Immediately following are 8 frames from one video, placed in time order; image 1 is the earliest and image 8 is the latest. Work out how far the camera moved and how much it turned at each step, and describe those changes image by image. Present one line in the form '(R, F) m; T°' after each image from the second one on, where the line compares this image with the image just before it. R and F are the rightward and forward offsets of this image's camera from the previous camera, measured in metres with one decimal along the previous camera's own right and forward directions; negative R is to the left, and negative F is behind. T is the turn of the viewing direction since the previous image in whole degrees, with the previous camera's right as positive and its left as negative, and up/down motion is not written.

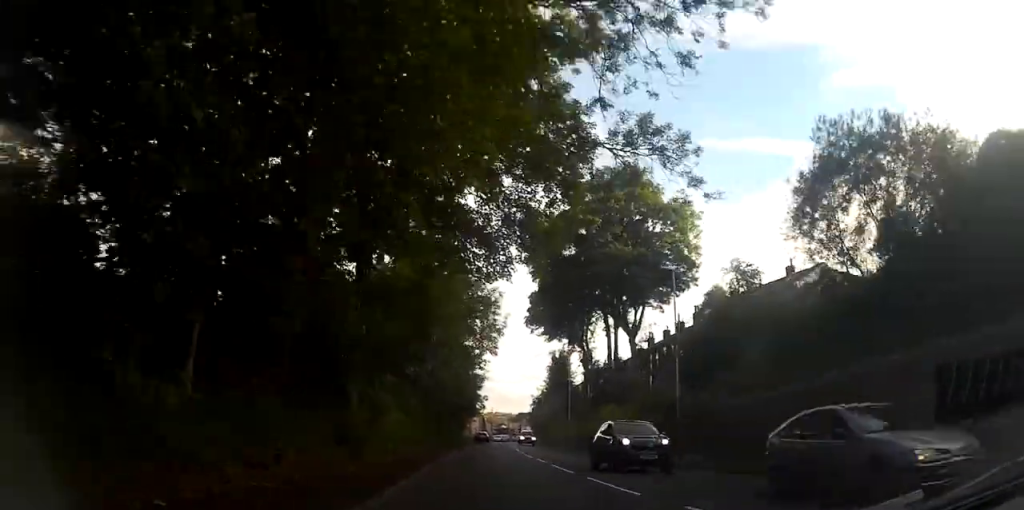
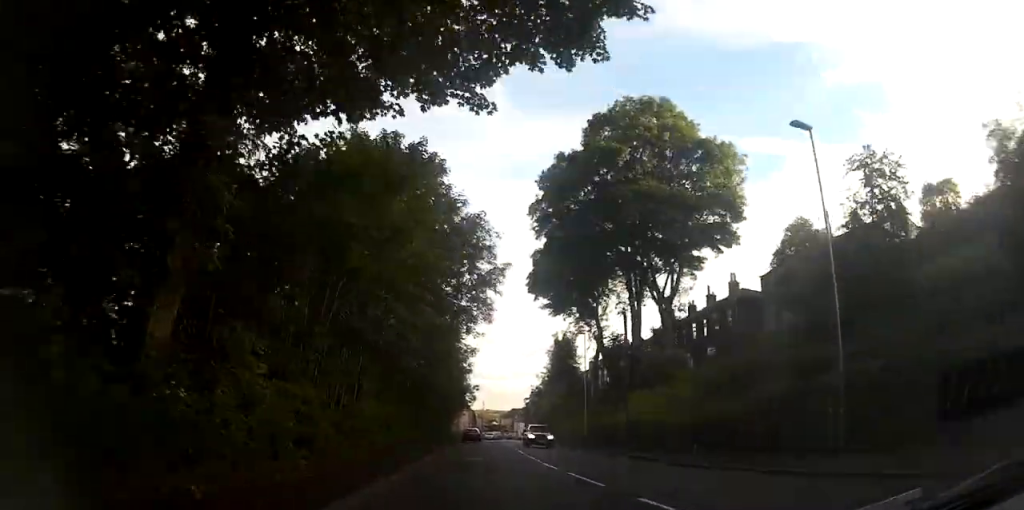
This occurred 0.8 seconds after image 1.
(+0.2, +13.8) m; +2°
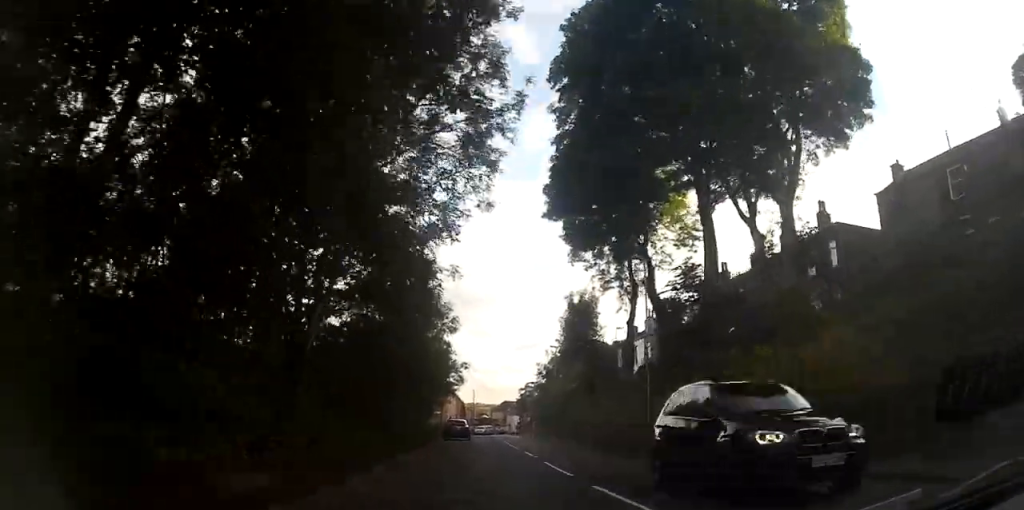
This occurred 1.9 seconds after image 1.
(+0.5, +18.7) m; +2°
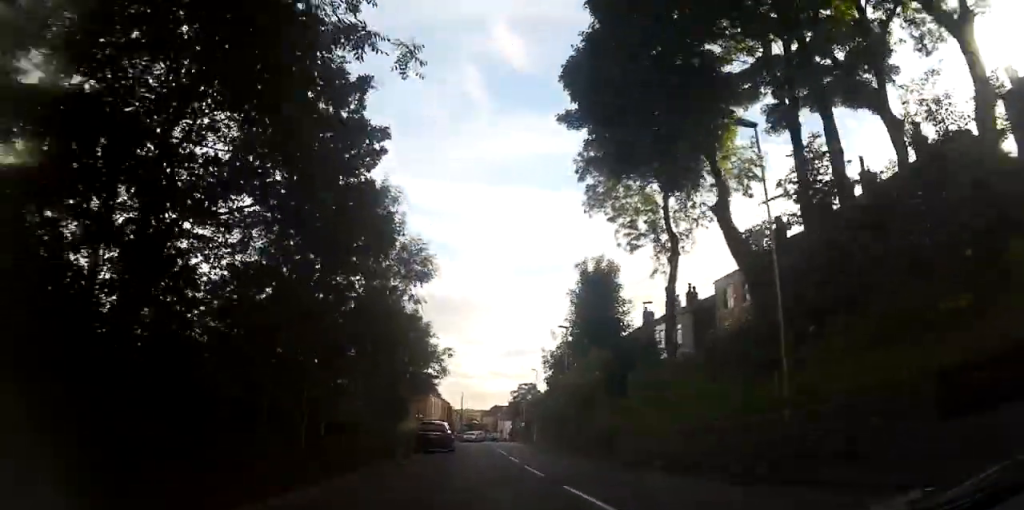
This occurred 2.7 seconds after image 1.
(0.0, +13.0) m; 0°
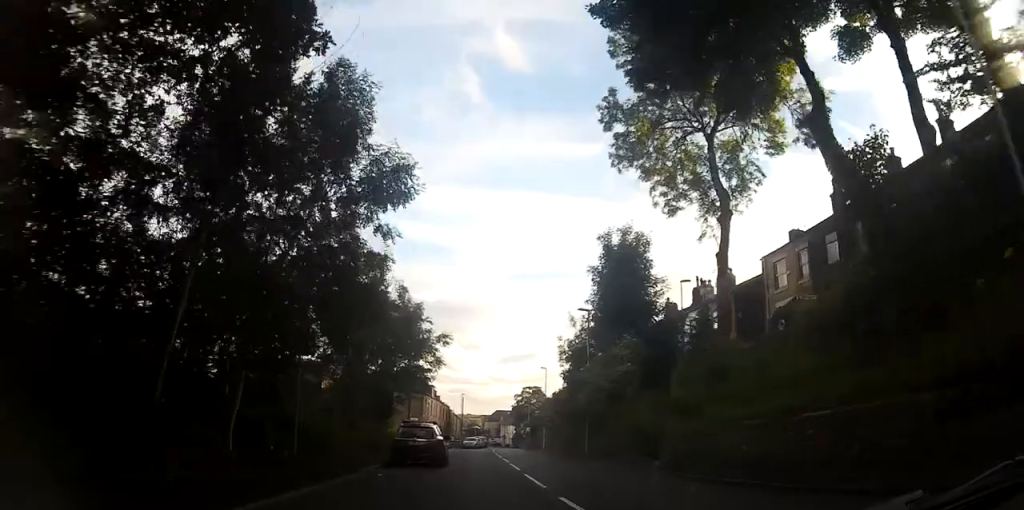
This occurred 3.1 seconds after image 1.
(-0.1, +7.9) m; 0°
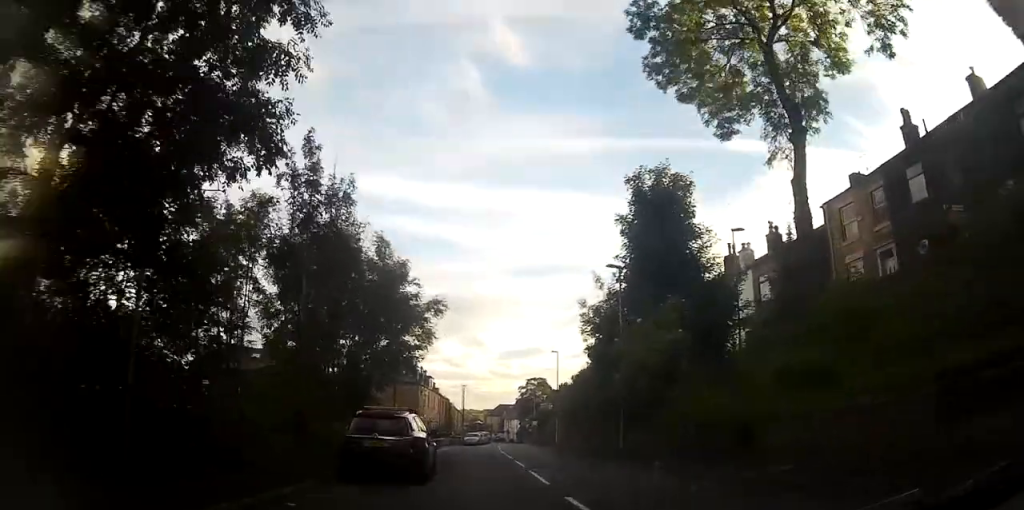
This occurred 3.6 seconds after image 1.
(+0.1, +7.9) m; +1°
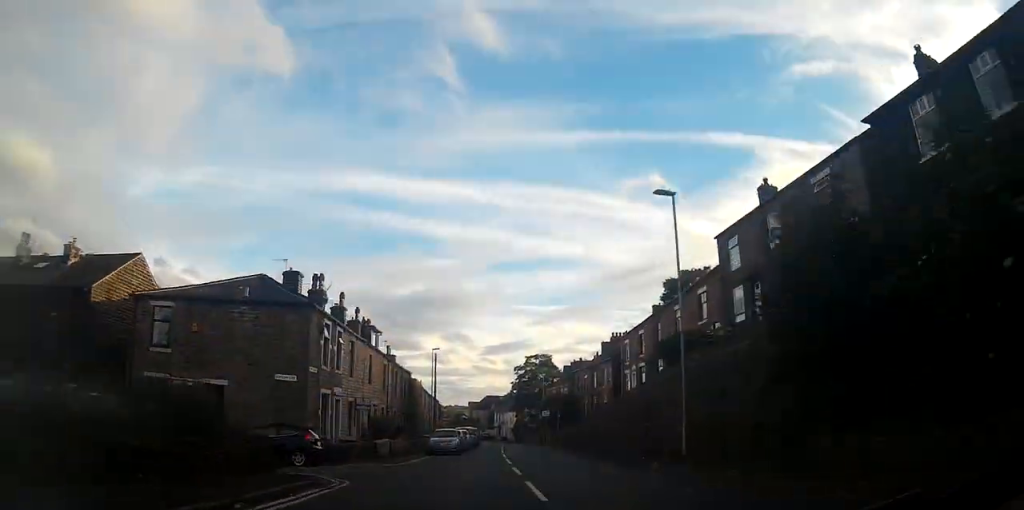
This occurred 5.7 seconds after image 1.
(+0.5, +35.6) m; +1°
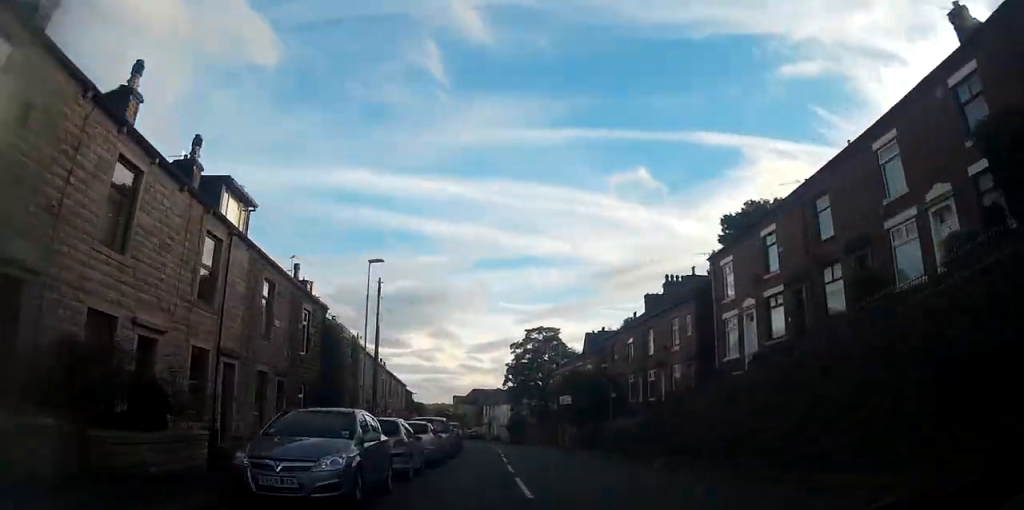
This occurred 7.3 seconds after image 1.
(0.0, +26.1) m; 0°
